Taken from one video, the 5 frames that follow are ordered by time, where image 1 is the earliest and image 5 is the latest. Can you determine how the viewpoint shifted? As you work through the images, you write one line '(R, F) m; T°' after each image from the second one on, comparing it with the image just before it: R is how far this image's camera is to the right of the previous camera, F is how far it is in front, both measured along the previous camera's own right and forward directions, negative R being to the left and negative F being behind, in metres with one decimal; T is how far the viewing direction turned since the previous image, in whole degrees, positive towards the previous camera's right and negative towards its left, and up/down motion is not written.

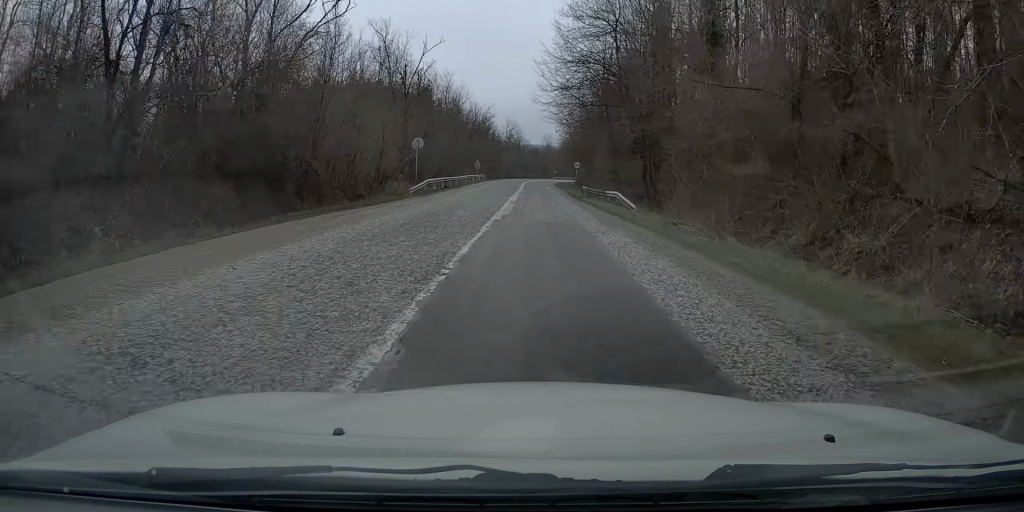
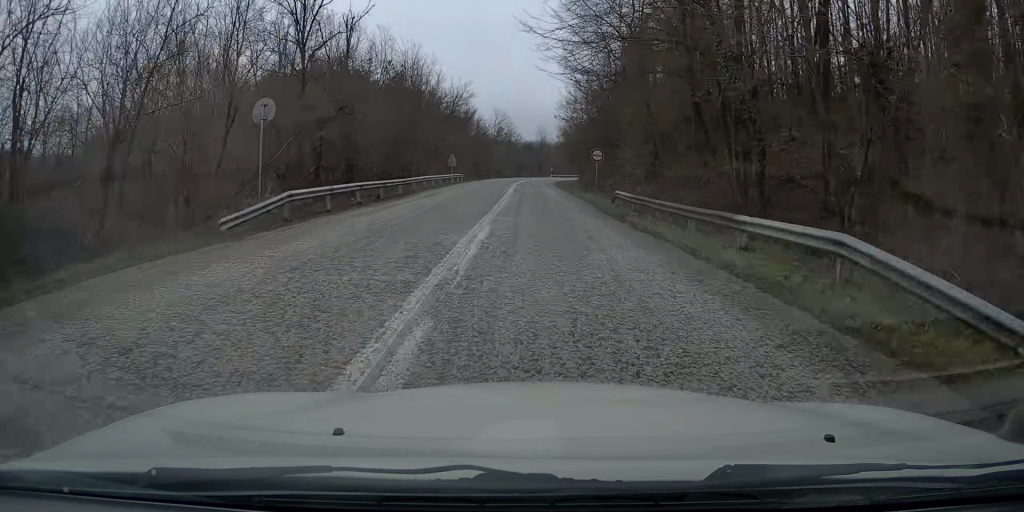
(+0.2, +21.3) m; +1°
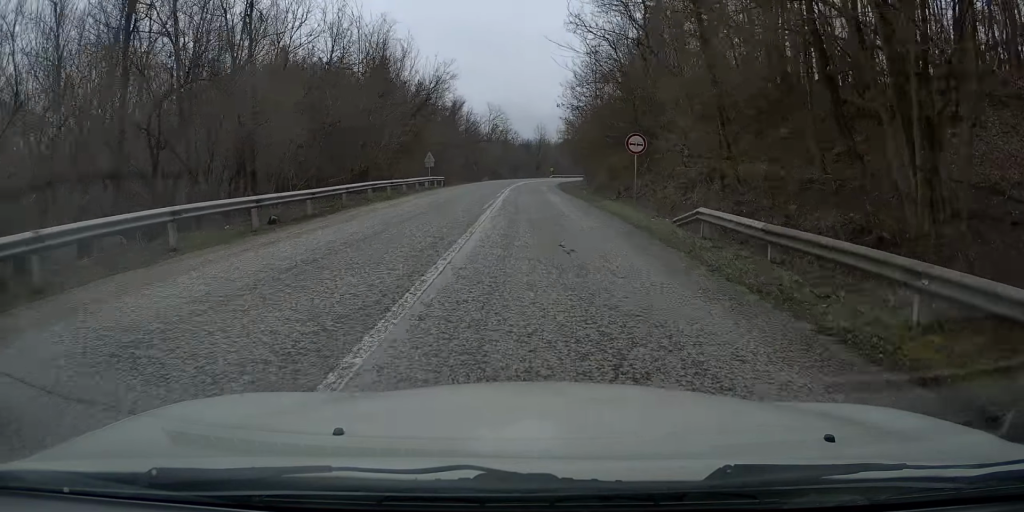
(0.0, +13.3) m; 0°
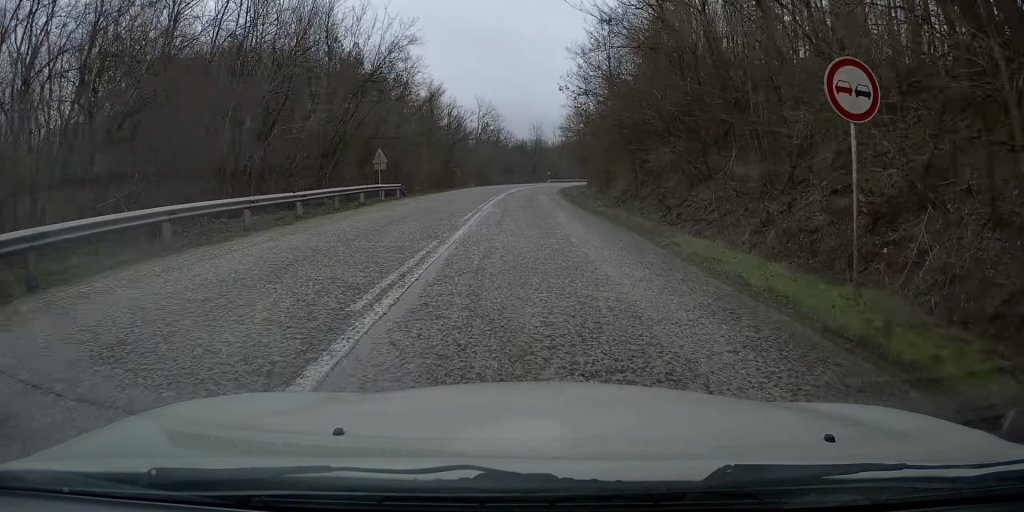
(-0.2, +15.1) m; +1°
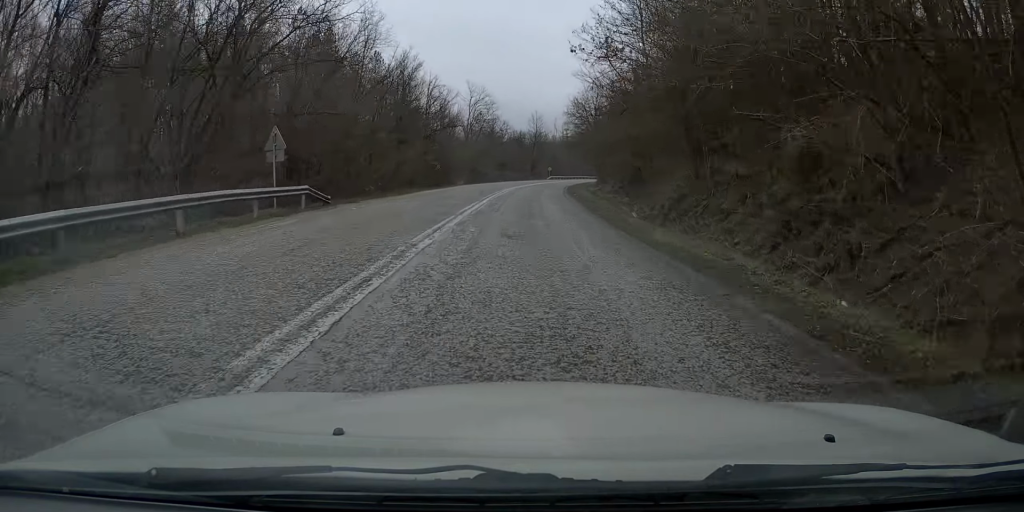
(+0.3, +14.2) m; +1°
